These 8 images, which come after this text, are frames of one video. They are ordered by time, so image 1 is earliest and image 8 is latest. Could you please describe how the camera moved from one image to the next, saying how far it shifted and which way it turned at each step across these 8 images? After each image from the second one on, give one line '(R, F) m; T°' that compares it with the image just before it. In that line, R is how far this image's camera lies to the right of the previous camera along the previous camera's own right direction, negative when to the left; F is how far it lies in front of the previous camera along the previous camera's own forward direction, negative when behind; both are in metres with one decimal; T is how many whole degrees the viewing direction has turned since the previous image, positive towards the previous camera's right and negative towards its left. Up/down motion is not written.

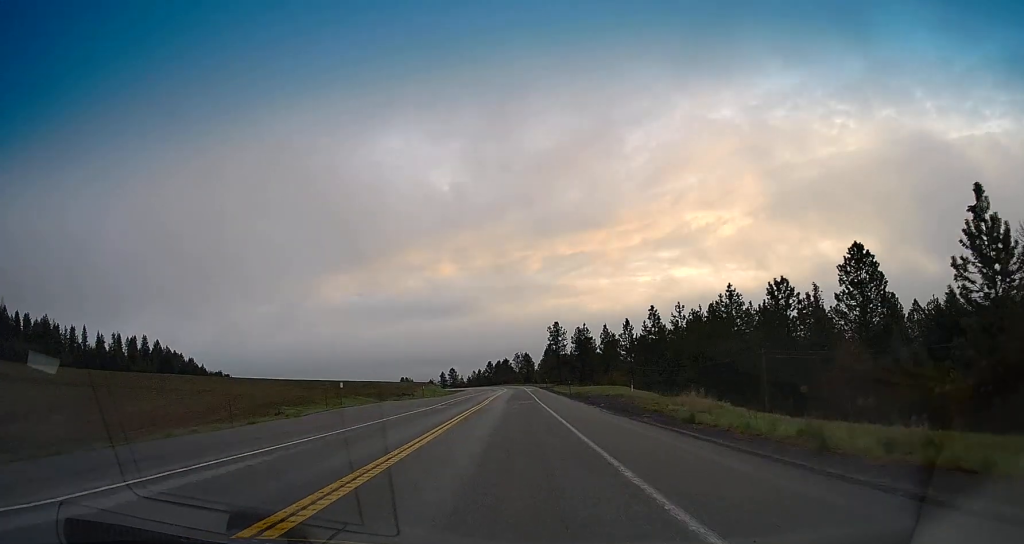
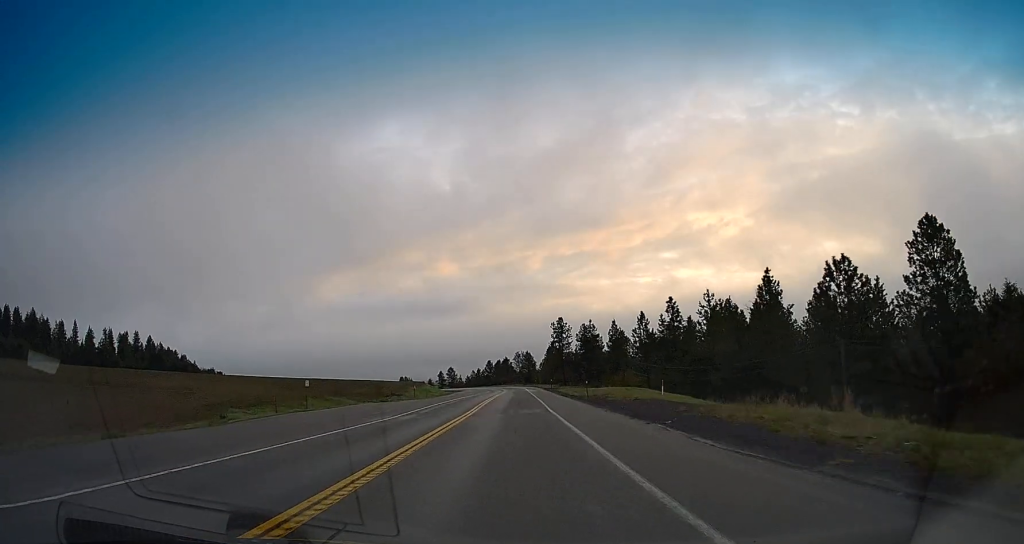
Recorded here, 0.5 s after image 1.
(-0.2, +13.5) m; 0°
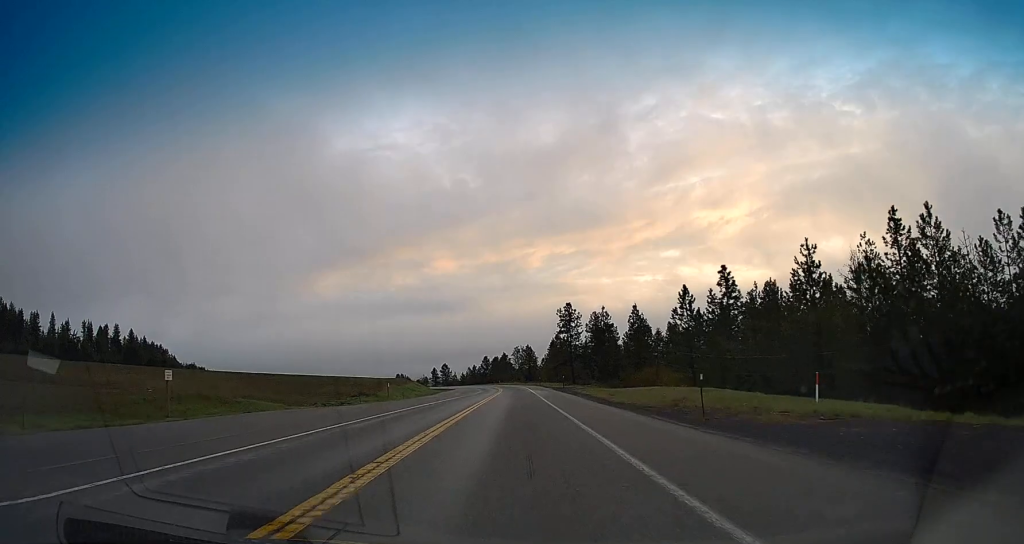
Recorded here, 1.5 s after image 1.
(+0.5, +27.9) m; 0°
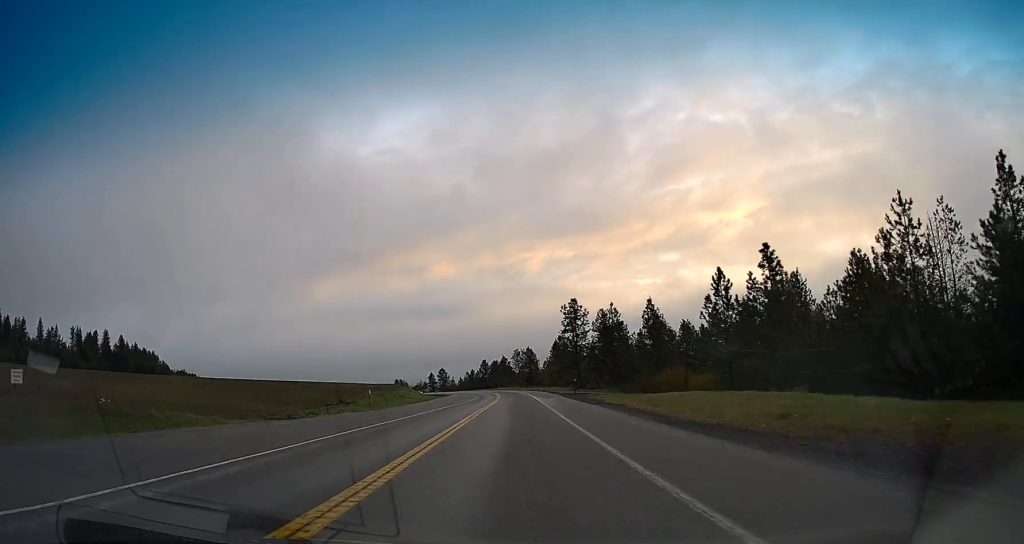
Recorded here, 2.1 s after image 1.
(-0.2, +14.4) m; 0°
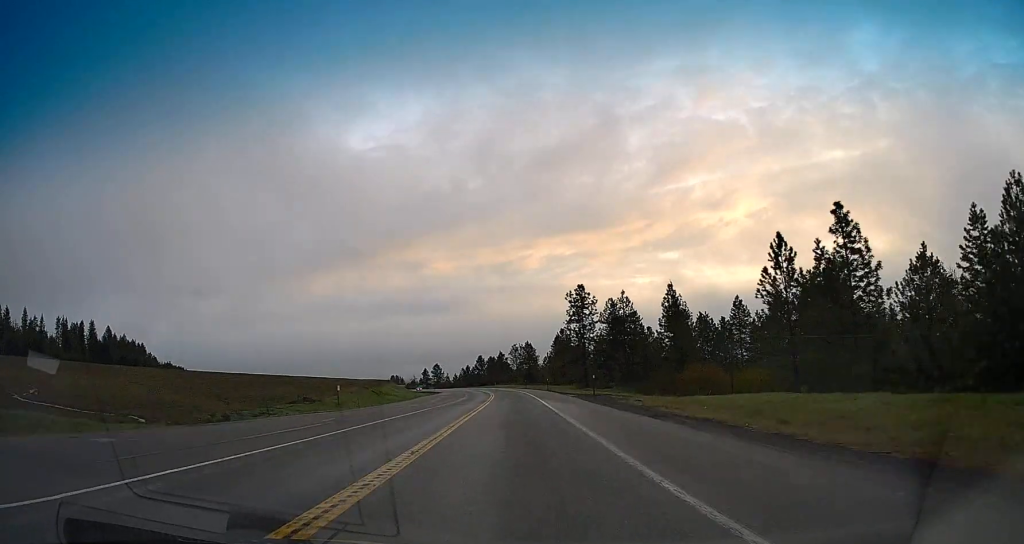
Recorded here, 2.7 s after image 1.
(-0.1, +16.2) m; 0°
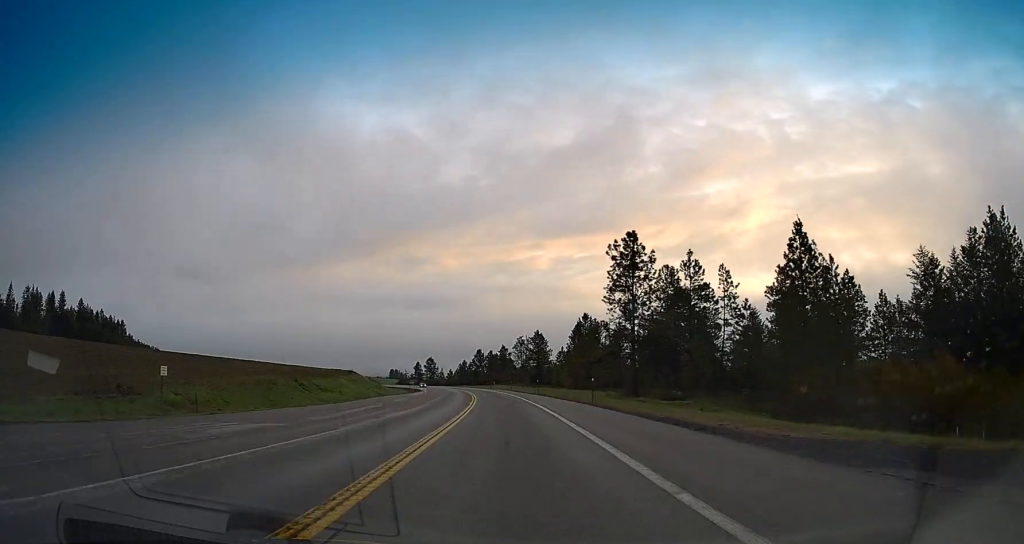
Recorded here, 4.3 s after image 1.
(+0.6, +43.2) m; 0°
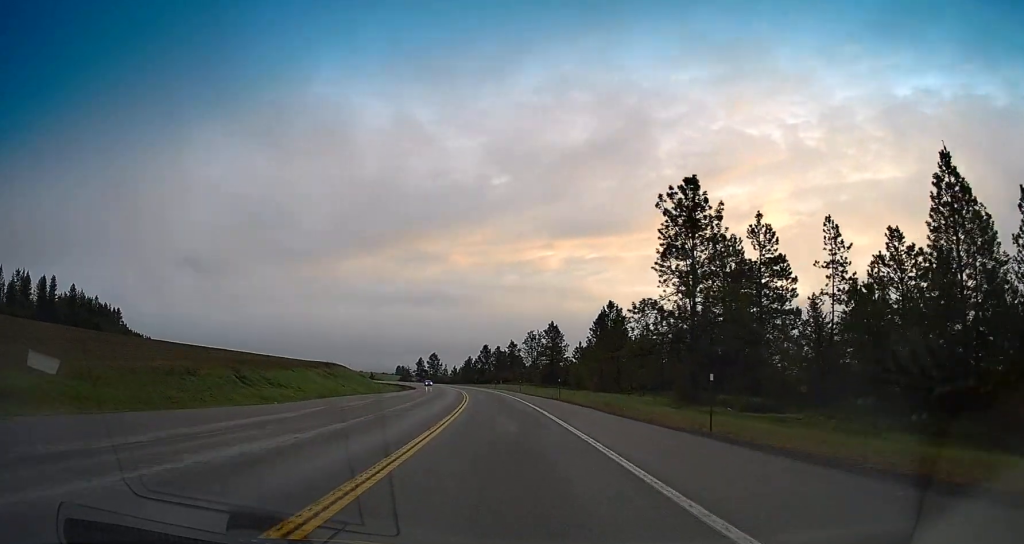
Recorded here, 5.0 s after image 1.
(-0.2, +20.6) m; -1°
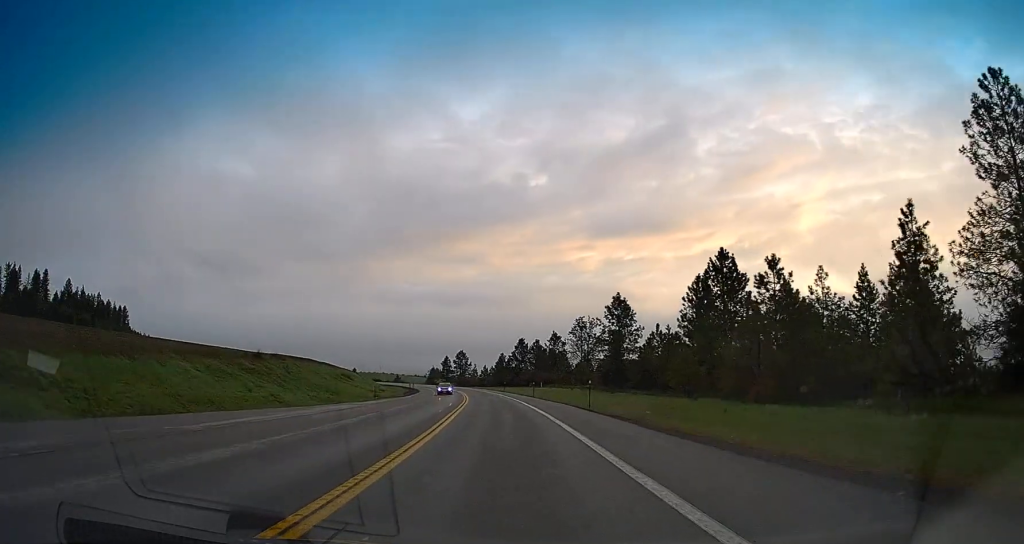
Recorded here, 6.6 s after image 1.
(-0.6, +42.1) m; -2°
